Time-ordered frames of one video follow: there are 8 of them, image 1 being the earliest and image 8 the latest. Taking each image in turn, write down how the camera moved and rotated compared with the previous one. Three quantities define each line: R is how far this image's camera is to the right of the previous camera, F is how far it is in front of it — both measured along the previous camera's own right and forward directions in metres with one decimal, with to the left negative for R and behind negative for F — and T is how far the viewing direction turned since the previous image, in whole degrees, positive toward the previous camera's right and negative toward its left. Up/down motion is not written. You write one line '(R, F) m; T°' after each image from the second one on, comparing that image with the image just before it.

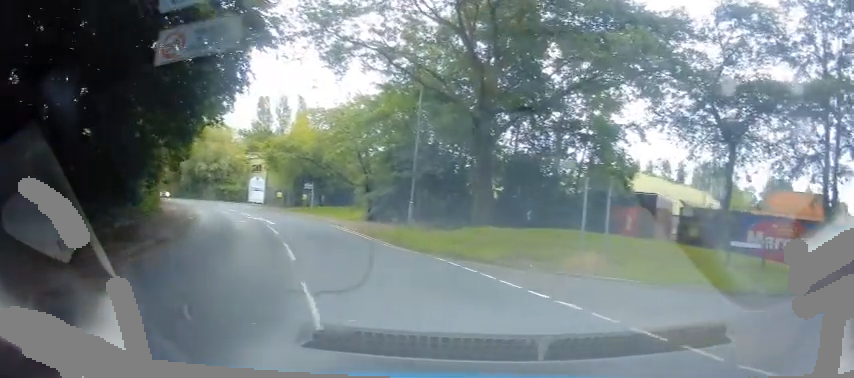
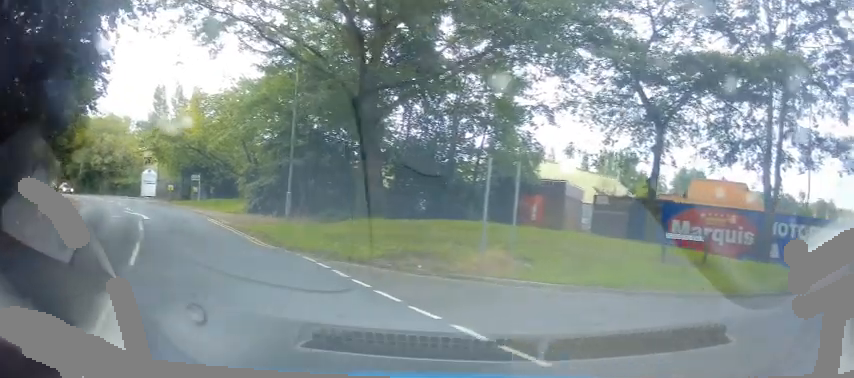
(+0.3, +2.0) m; +15°
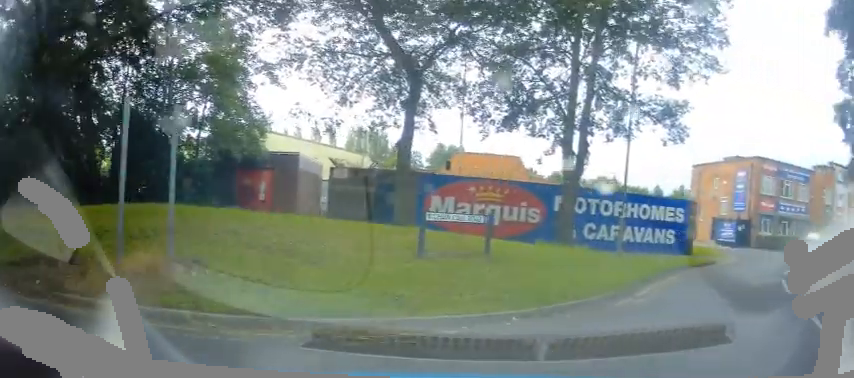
(+1.0, +3.5) m; +31°
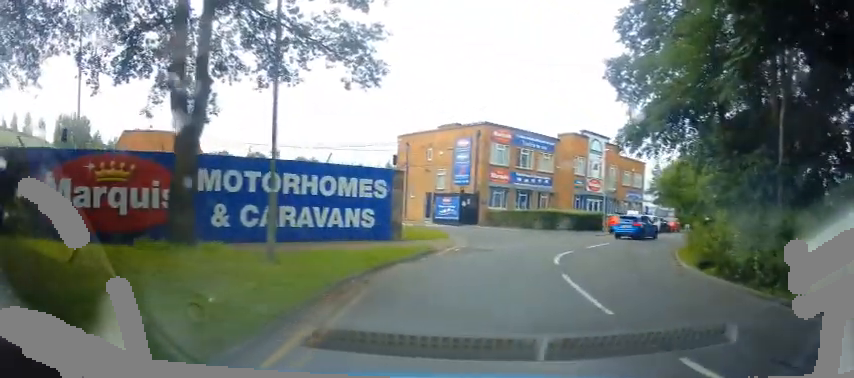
(+1.8, +5.3) m; +27°
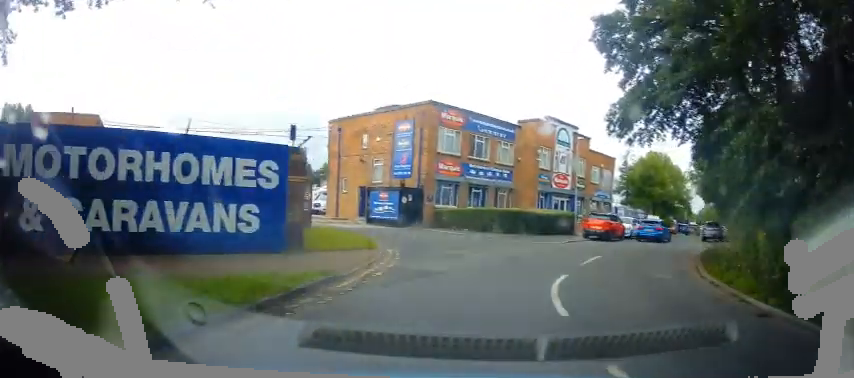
(+0.3, +6.0) m; +1°
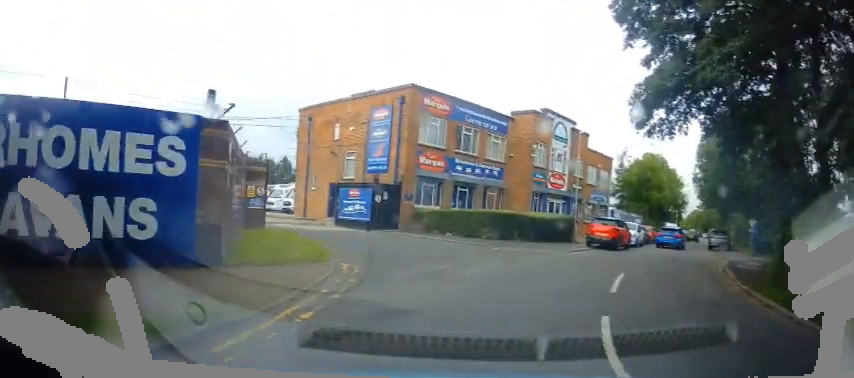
(-0.2, +3.5) m; +4°
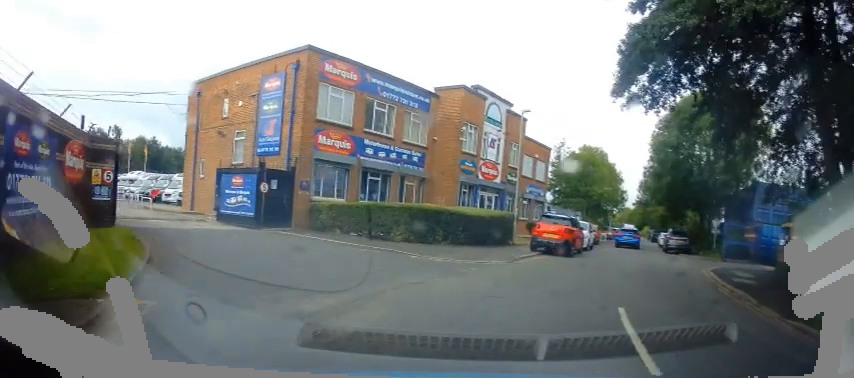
(+0.7, +4.5) m; +16°
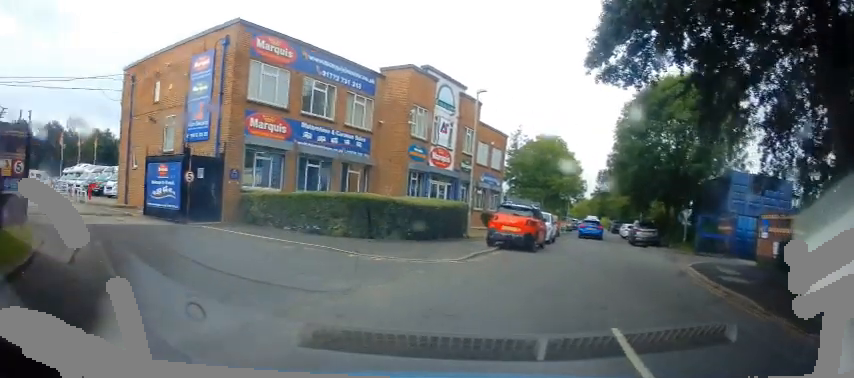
(+0.1, +1.8) m; +6°
